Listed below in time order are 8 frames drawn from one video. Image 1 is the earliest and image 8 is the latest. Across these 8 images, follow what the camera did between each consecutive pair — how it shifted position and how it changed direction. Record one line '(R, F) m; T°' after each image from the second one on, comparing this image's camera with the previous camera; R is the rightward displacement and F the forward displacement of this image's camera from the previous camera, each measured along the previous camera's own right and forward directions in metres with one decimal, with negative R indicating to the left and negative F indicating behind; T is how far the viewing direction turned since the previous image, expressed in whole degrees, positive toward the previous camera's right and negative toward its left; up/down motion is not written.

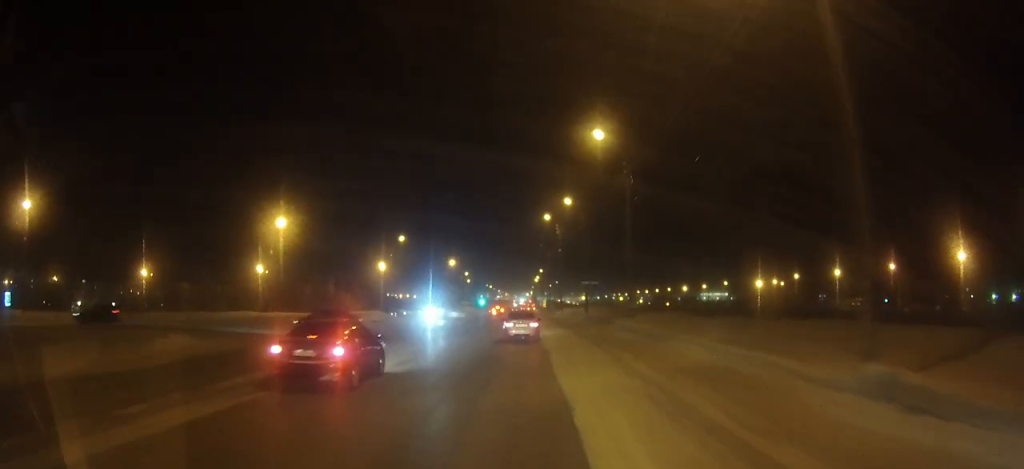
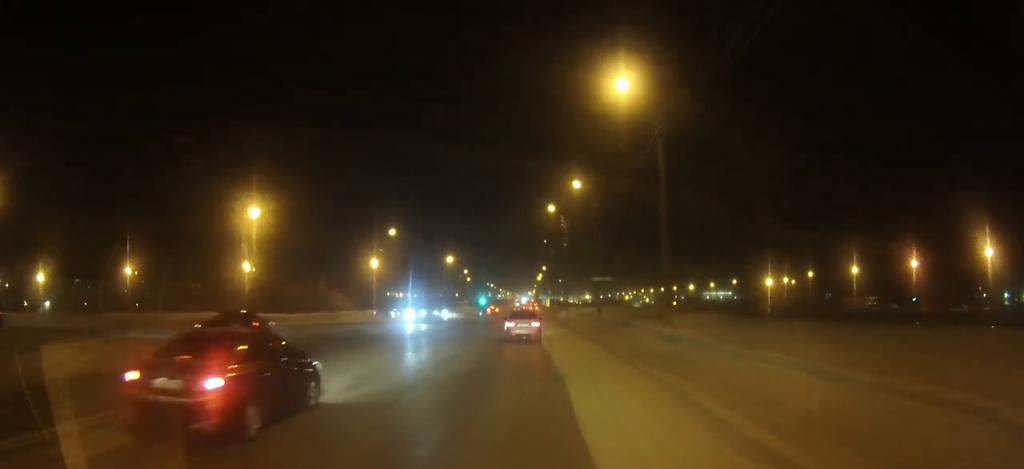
(0.0, +8.0) m; 0°
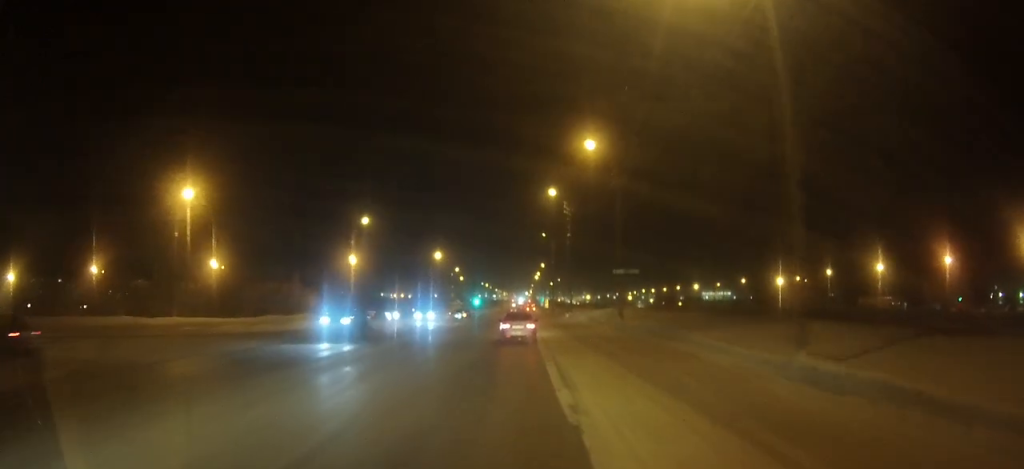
(0.0, +13.0) m; 0°
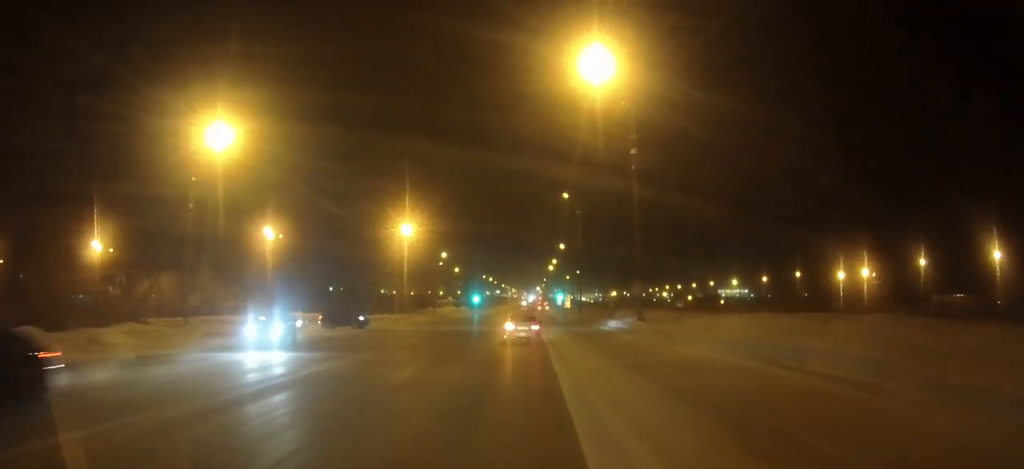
(-0.2, +38.9) m; -1°
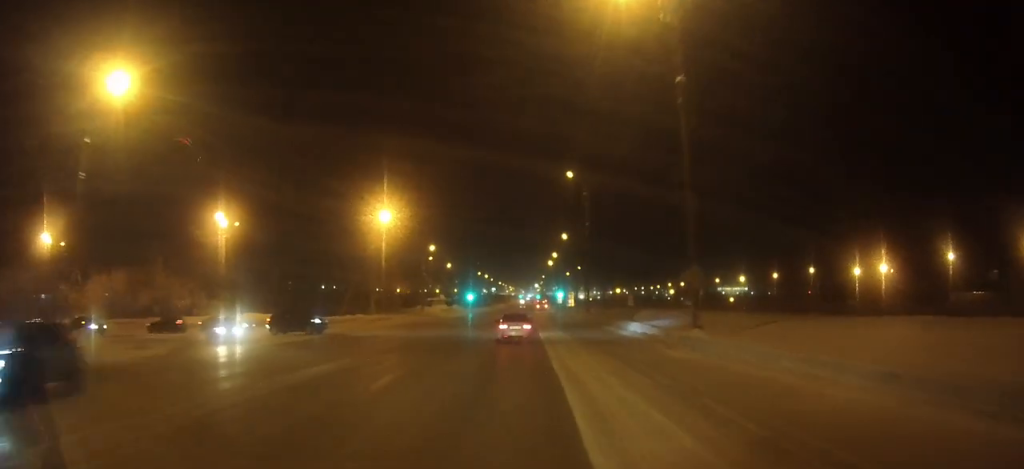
(0.0, +11.1) m; 0°
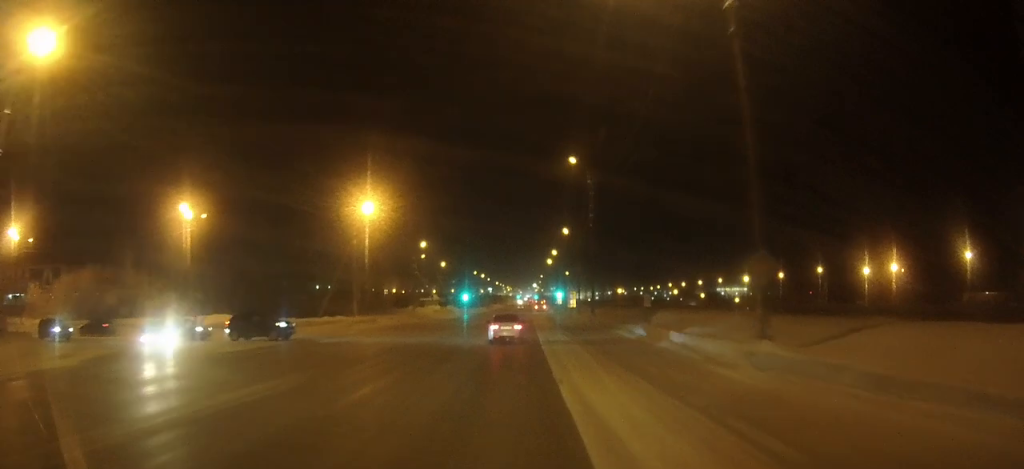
(0.0, +6.5) m; 0°
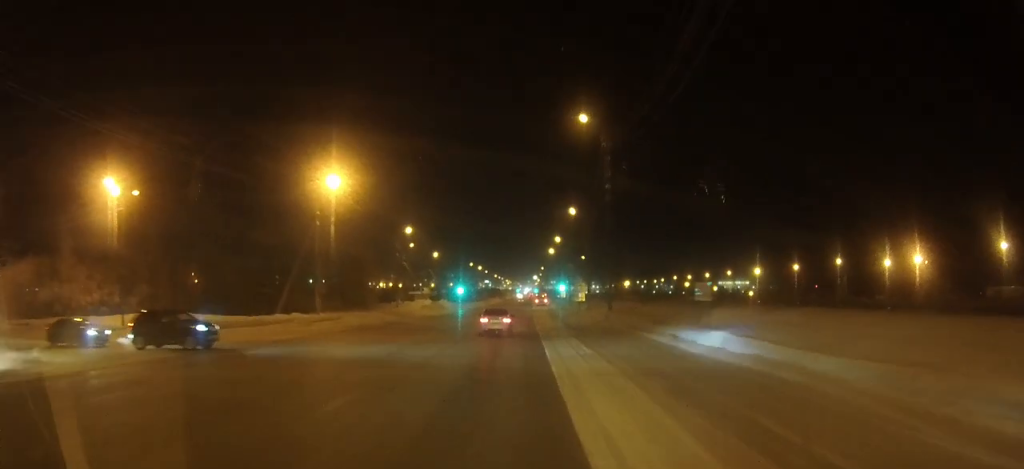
(0.0, +11.2) m; 0°
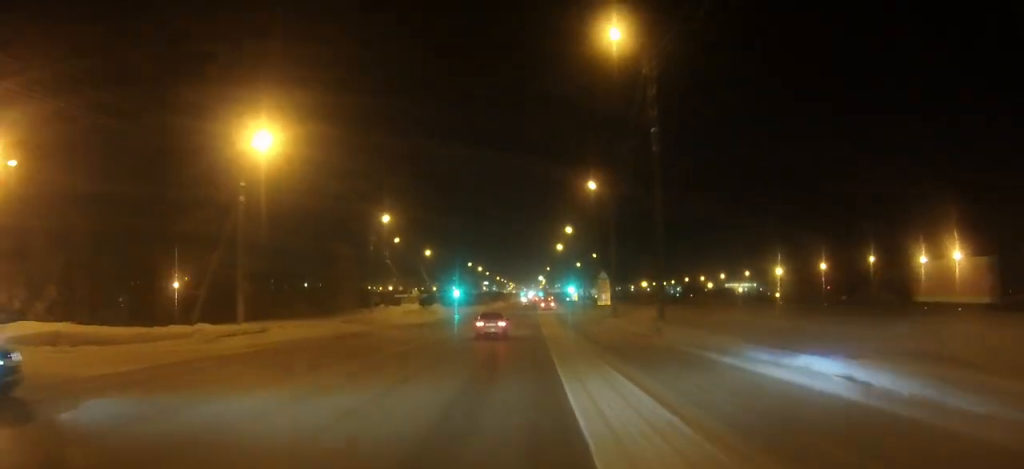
(0.0, +15.1) m; 0°
